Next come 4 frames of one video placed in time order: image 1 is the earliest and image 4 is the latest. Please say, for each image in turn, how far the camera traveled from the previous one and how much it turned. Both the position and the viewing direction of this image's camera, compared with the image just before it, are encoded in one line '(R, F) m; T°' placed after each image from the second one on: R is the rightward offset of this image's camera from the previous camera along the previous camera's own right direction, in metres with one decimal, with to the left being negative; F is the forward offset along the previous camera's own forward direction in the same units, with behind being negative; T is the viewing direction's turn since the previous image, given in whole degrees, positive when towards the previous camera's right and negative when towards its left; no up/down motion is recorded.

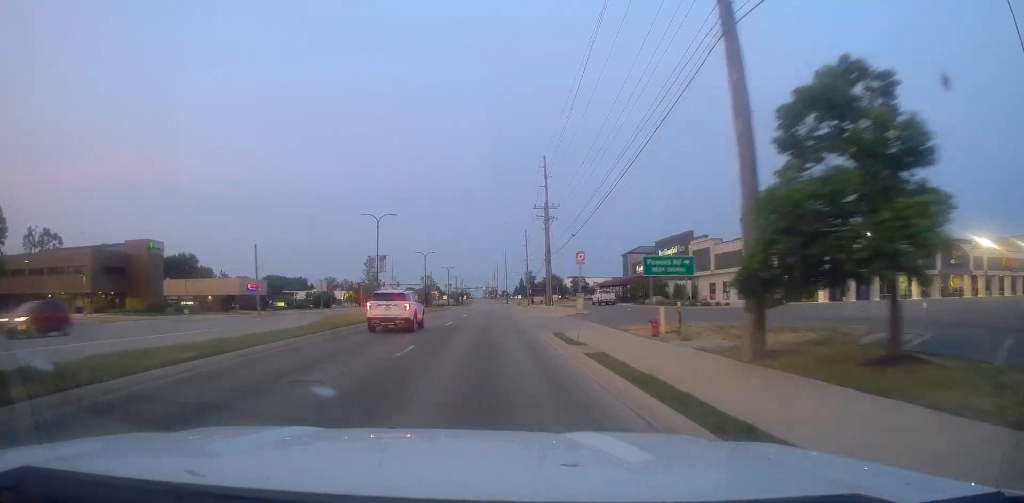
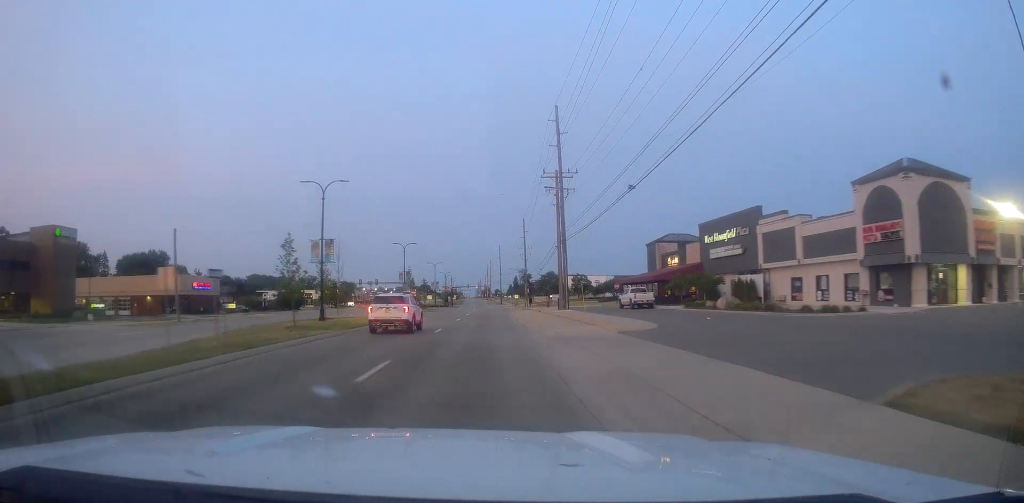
(-0.2, +19.6) m; 0°
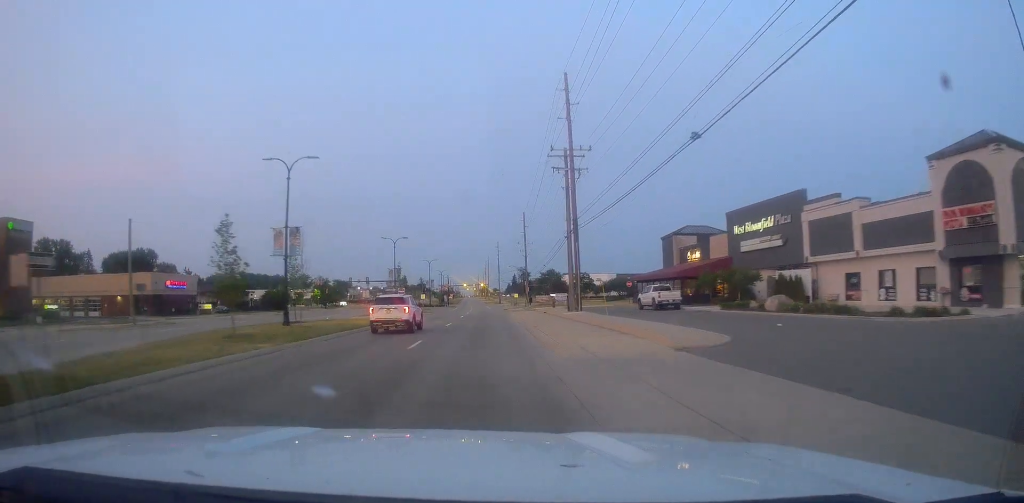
(-0.1, +8.0) m; 0°
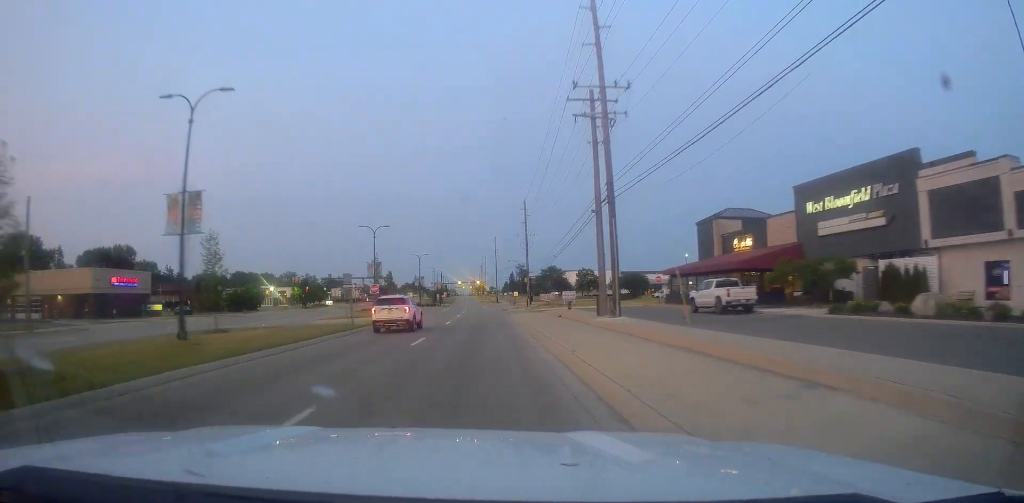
(+0.5, +13.6) m; +2°
